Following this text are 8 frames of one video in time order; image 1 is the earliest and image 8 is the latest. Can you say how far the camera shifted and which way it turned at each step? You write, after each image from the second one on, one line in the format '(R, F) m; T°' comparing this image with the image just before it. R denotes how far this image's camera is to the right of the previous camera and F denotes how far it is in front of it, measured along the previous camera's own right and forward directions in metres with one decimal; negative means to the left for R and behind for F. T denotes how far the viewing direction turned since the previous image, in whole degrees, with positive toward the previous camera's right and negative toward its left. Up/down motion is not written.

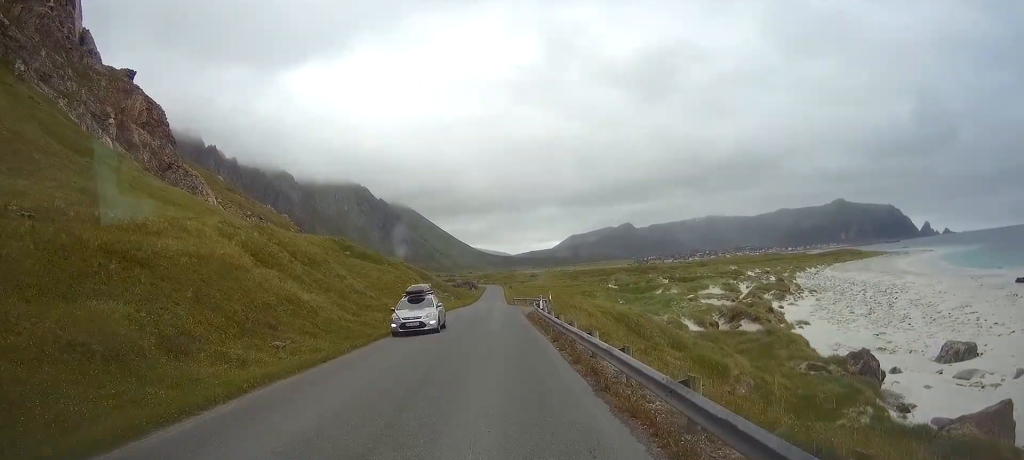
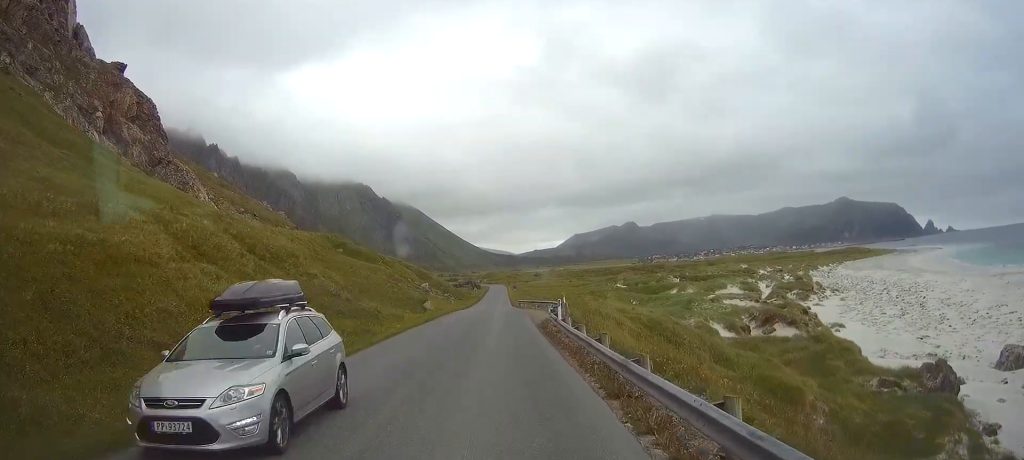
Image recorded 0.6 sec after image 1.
(0.0, +8.8) m; 0°
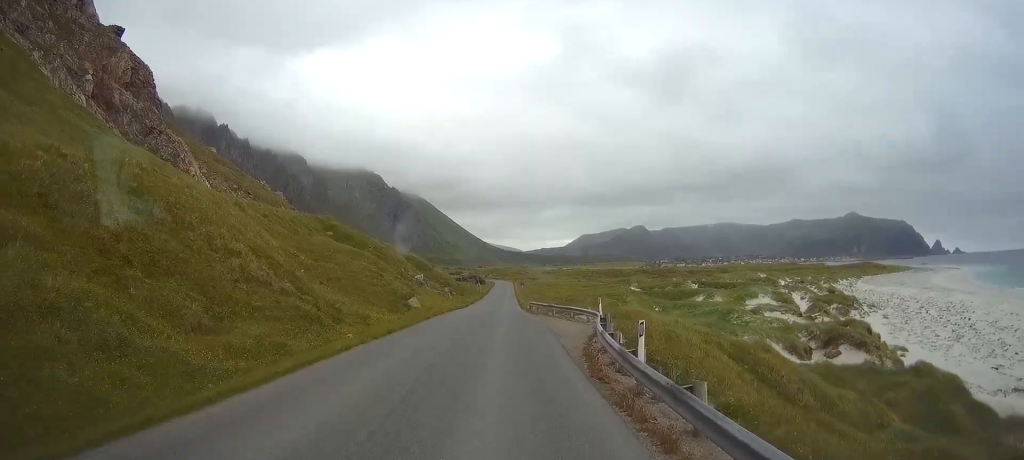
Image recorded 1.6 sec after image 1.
(0.0, +14.0) m; +1°
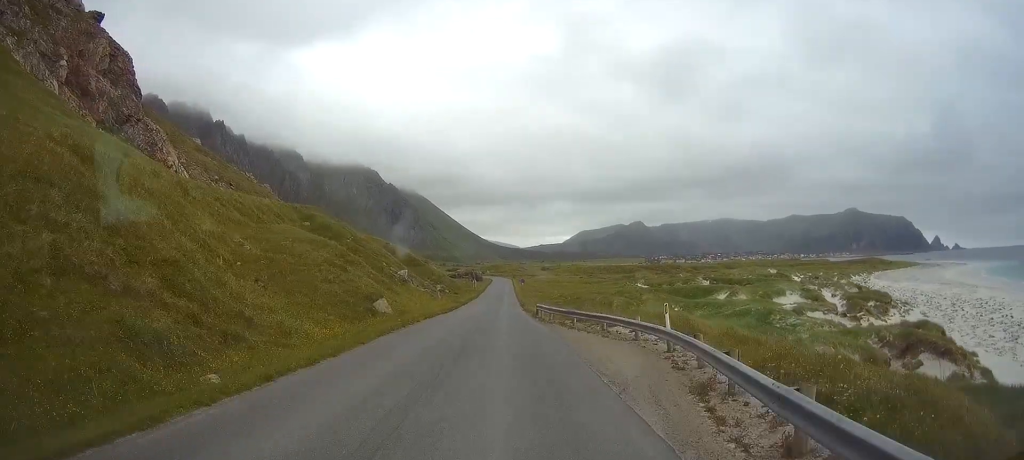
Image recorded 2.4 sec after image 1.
(+0.2, +13.1) m; 0°
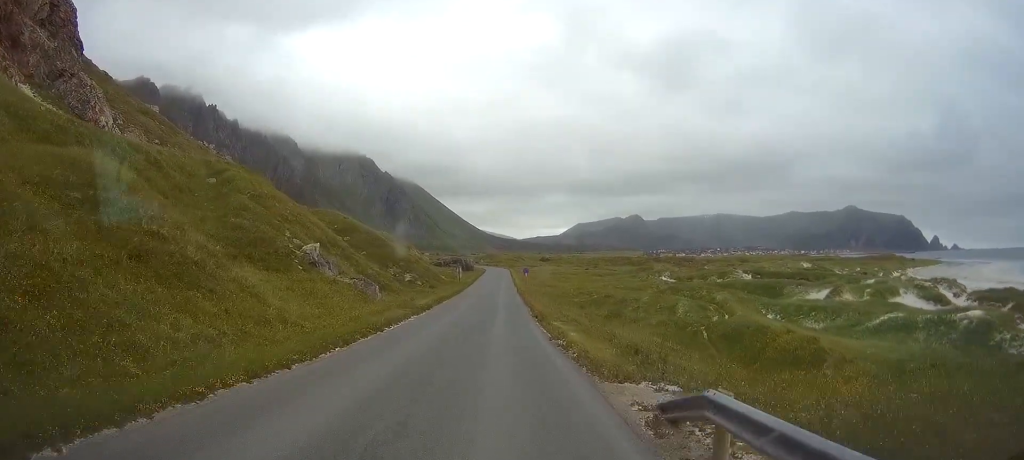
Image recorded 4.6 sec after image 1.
(0.0, +35.2) m; +1°
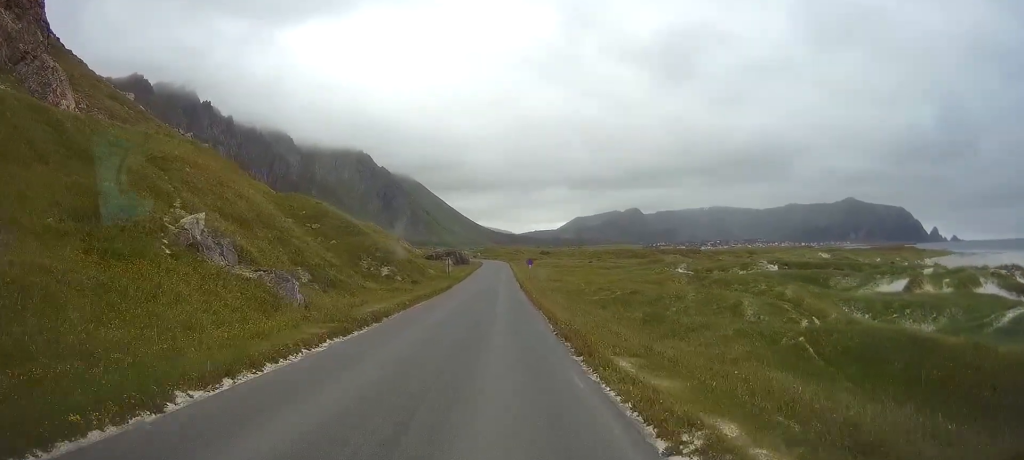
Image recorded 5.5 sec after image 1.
(+0.1, +15.7) m; 0°
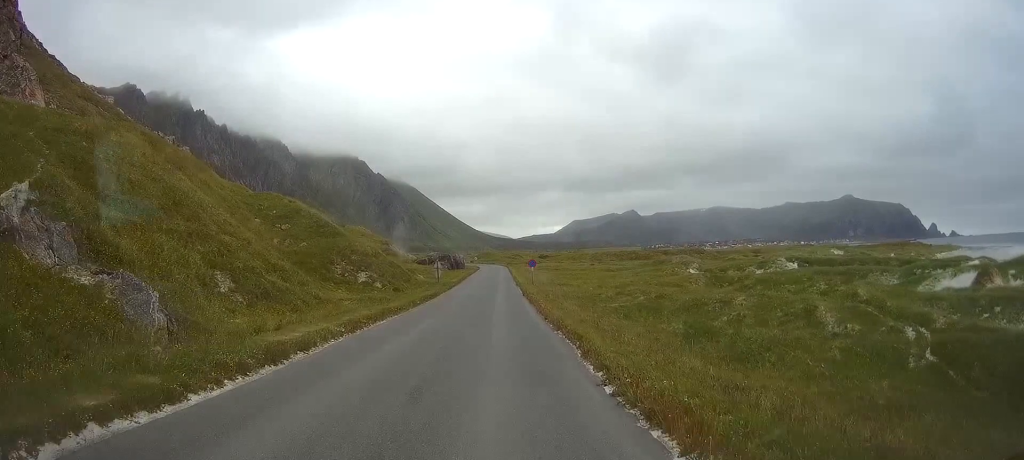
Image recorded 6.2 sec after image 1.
(0.0, +10.4) m; 0°
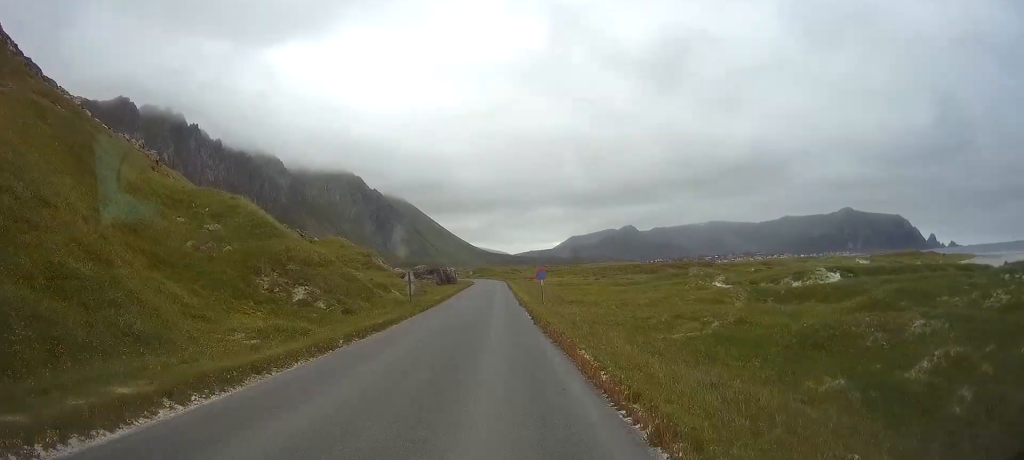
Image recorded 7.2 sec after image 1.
(0.0, +17.6) m; 0°
